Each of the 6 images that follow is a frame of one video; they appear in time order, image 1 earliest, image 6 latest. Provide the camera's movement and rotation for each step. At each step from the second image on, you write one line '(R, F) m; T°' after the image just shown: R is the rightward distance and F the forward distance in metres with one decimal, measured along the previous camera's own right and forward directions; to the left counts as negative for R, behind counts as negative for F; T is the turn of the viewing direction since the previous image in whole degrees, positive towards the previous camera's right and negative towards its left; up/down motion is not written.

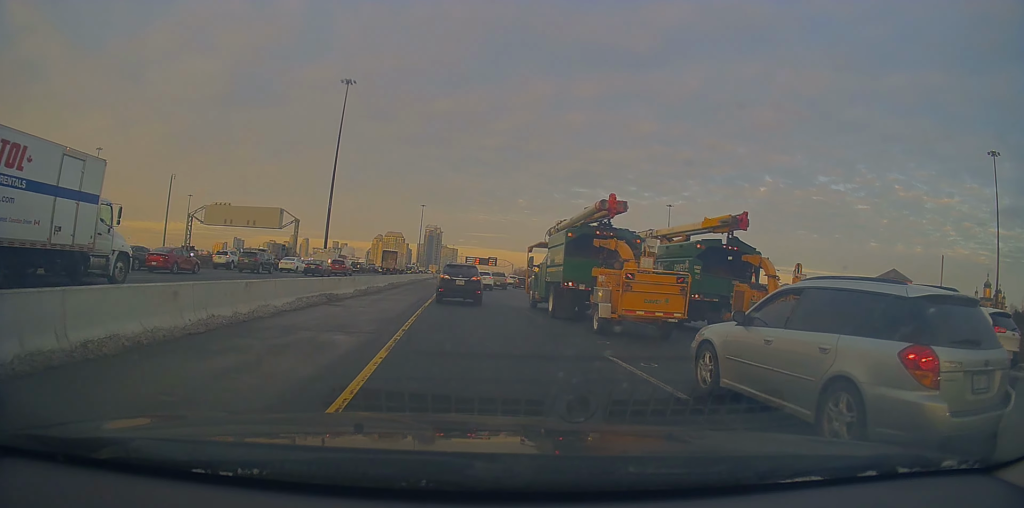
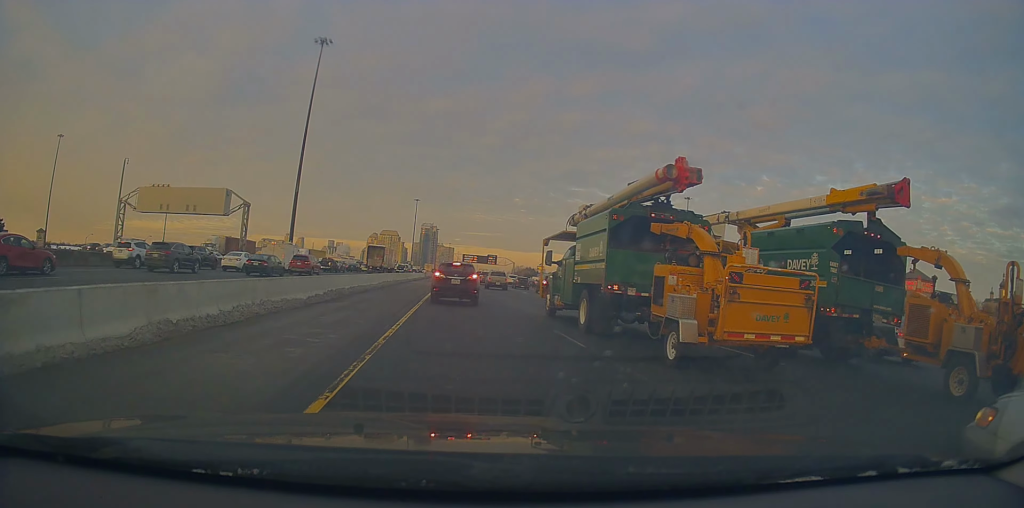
(0.0, +19.1) m; -5°
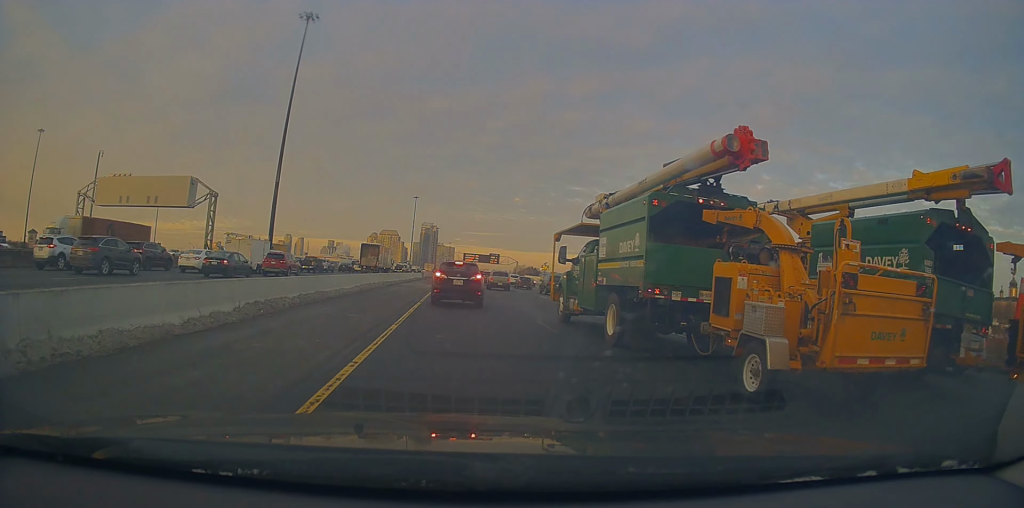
(-0.1, +9.9) m; +2°
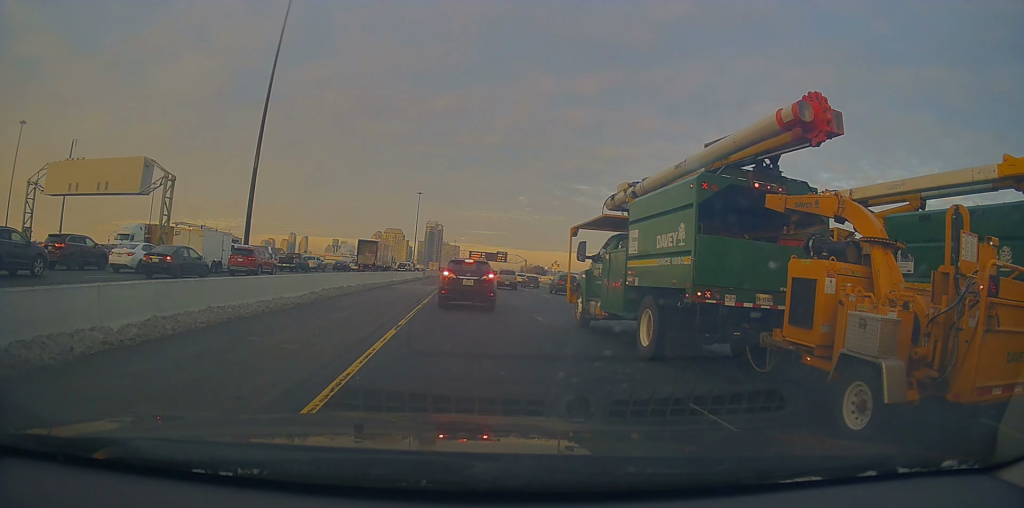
(+0.5, +11.0) m; +2°
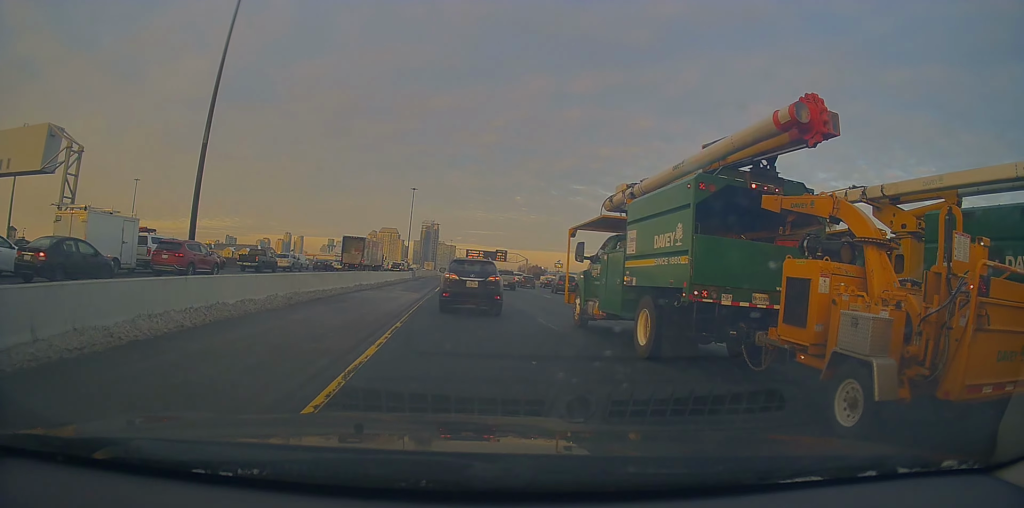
(-0.2, +14.6) m; -4°
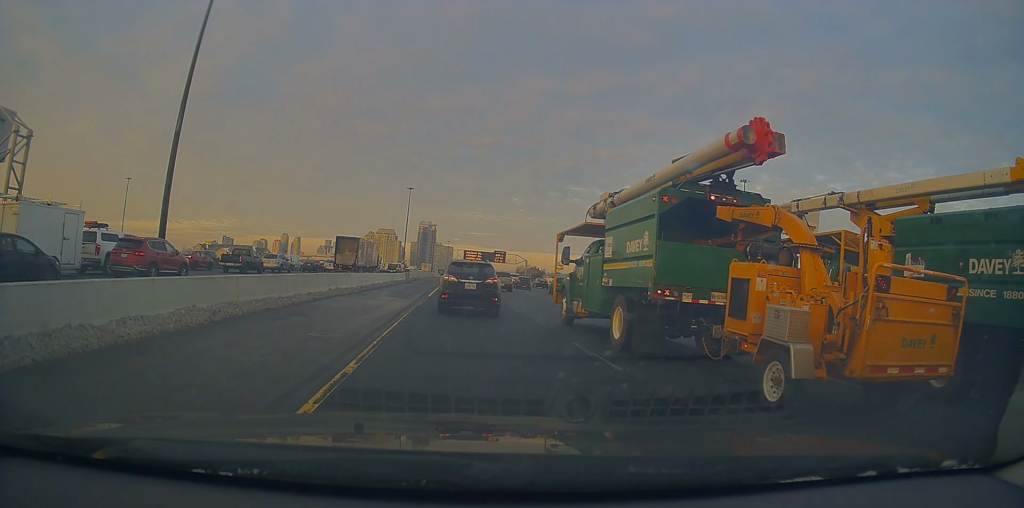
(-0.4, +5.8) m; +3°
